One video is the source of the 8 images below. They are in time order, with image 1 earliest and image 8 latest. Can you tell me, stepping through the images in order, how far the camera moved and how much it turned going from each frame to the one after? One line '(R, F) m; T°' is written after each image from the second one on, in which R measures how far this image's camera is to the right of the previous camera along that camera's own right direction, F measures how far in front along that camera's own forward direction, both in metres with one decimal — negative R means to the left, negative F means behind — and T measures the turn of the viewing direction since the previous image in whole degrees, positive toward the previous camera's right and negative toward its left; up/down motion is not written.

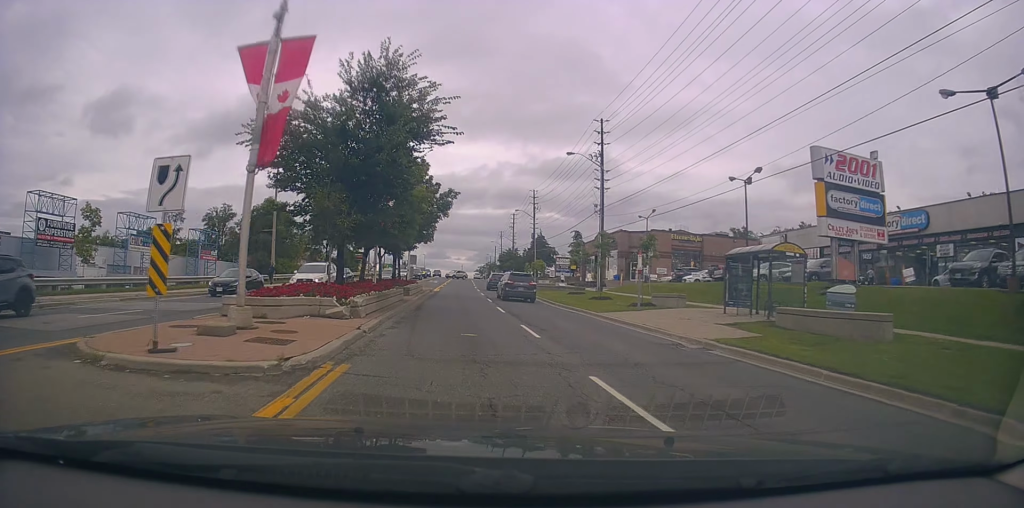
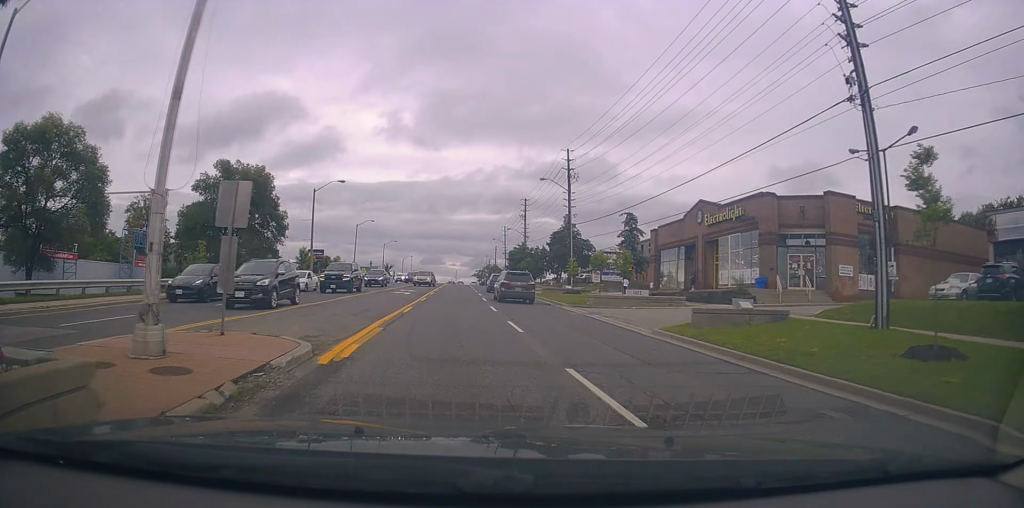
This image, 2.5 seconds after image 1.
(+0.2, +35.2) m; +1°
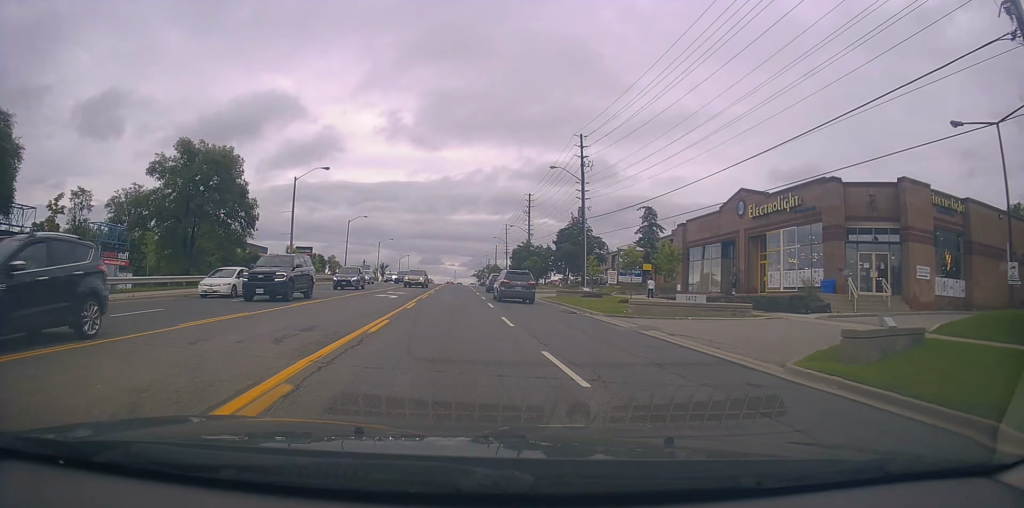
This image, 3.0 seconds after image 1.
(-0.2, +7.3) m; -1°
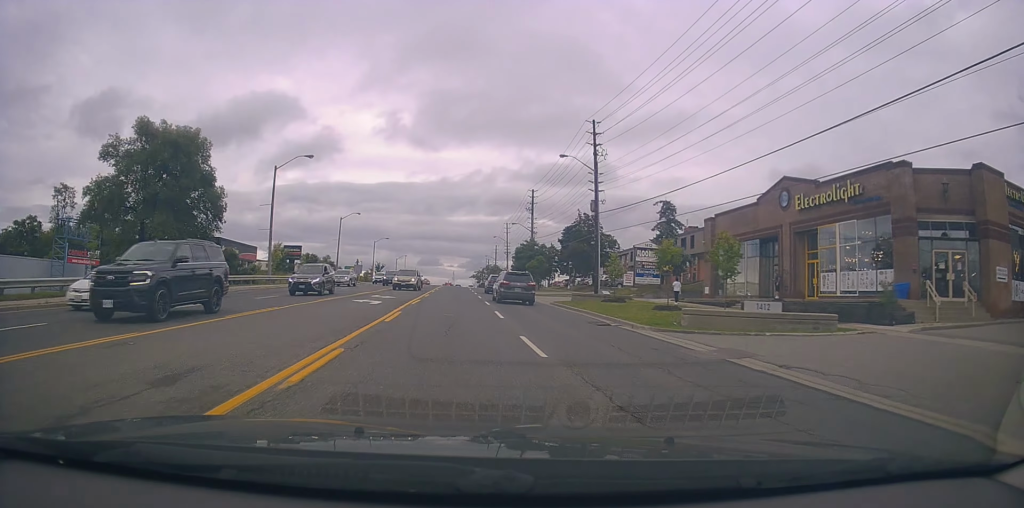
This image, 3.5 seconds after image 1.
(-0.1, +5.9) m; -1°
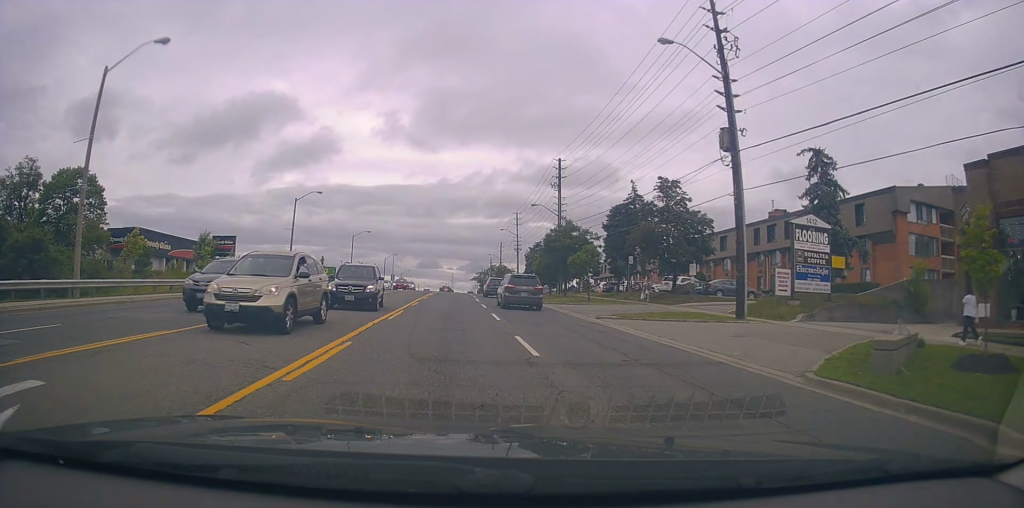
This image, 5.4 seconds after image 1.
(+0.3, +26.3) m; +1°
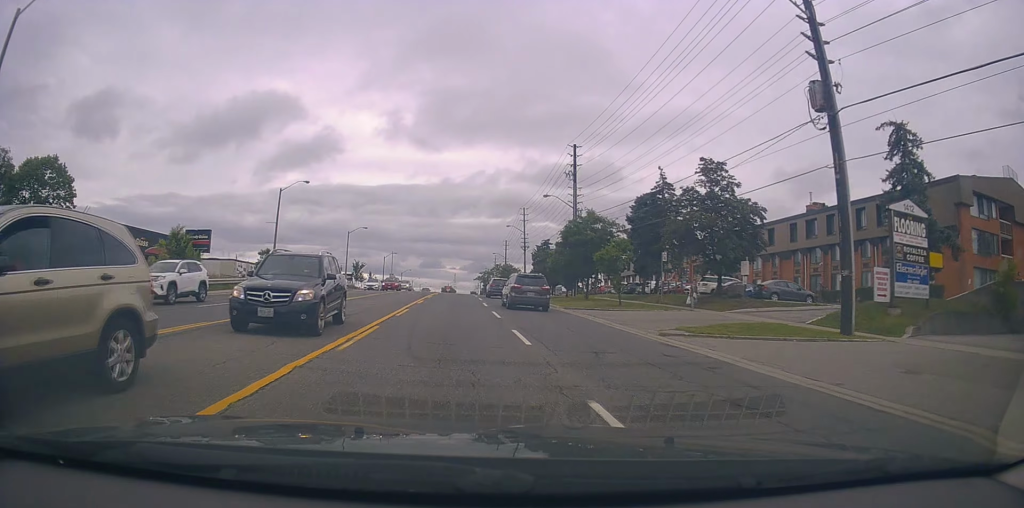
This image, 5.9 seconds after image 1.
(-0.1, +7.2) m; 0°
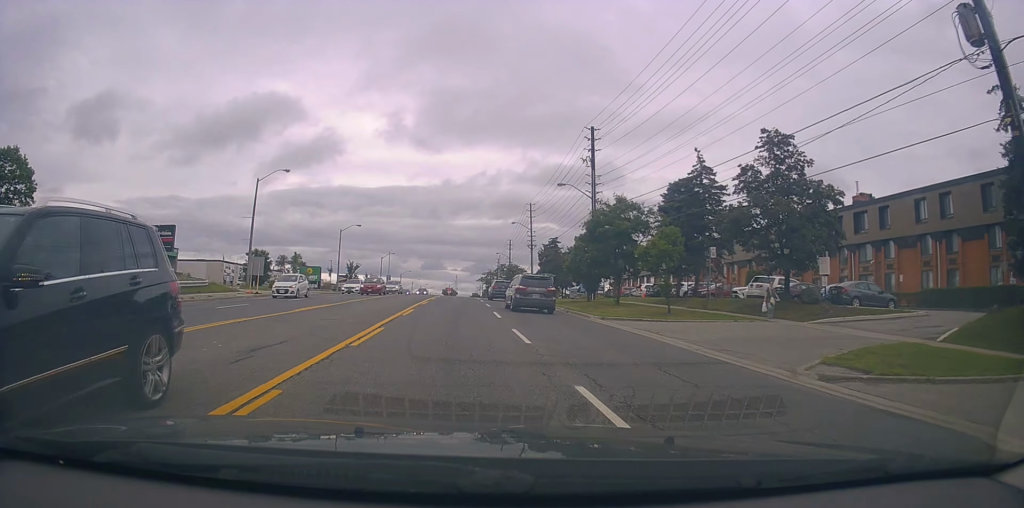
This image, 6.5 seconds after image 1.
(-0.1, +7.7) m; -1°
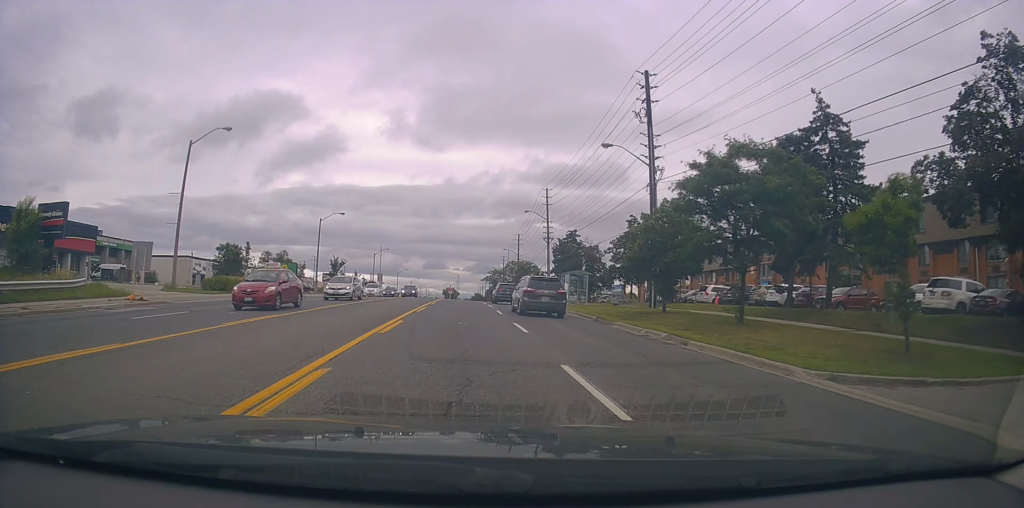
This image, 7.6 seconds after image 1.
(0.0, +15.1) m; 0°
